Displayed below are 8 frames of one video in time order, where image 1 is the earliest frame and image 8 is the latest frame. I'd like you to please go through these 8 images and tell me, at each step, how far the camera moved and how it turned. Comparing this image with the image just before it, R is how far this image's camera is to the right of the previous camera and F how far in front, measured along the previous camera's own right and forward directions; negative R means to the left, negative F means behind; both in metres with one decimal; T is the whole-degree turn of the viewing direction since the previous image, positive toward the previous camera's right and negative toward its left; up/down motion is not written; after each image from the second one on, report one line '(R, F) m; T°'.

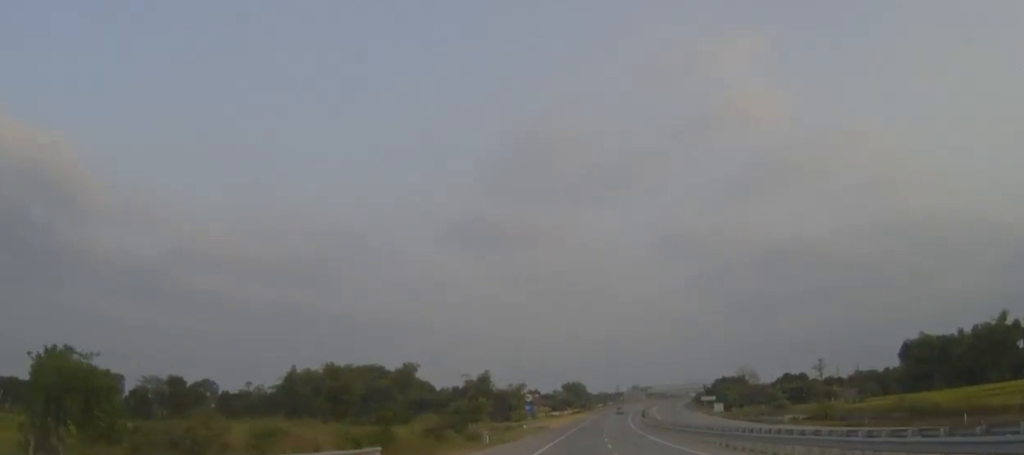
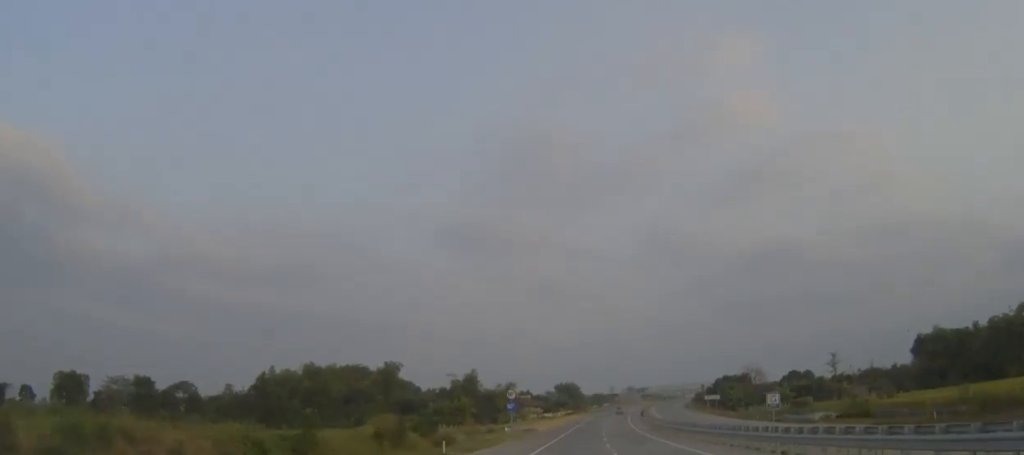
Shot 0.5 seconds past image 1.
(0.0, +13.8) m; 0°
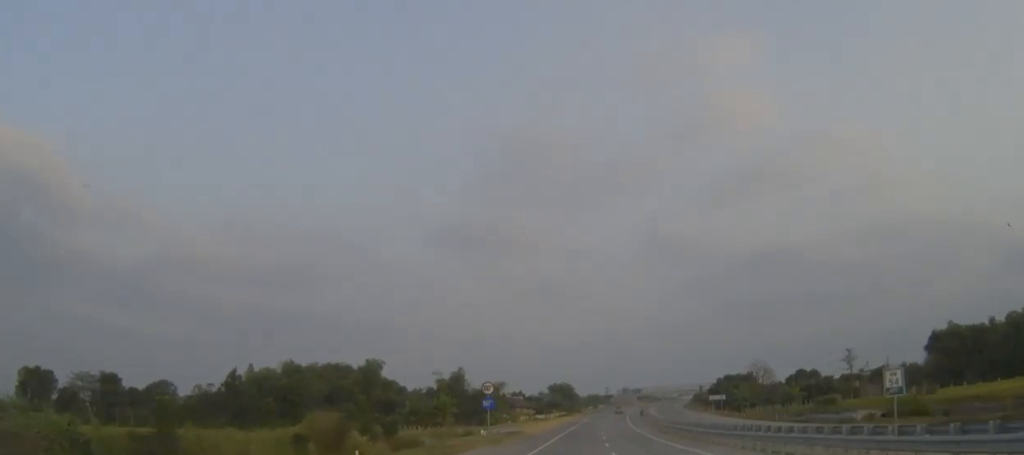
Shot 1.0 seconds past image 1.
(+0.1, +13.0) m; 0°
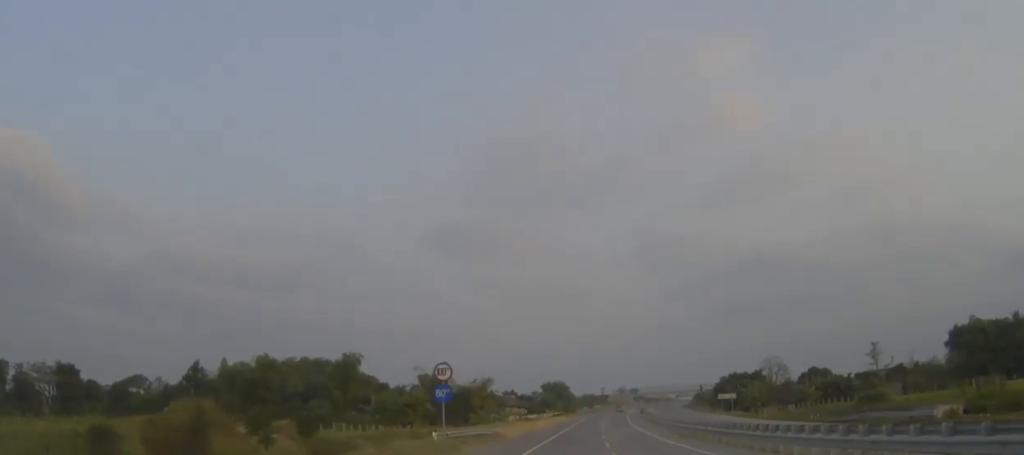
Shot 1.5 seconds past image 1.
(0.0, +15.8) m; +1°
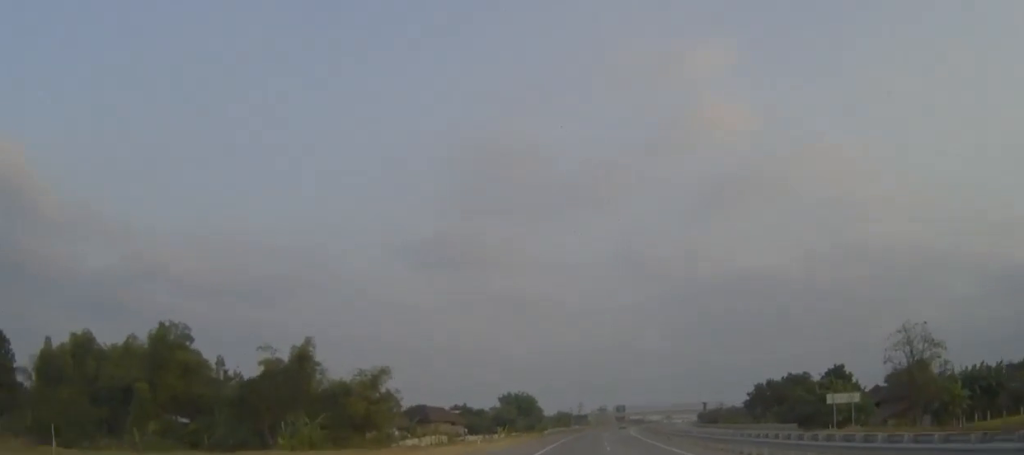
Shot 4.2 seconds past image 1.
(+1.2, +76.5) m; +2°
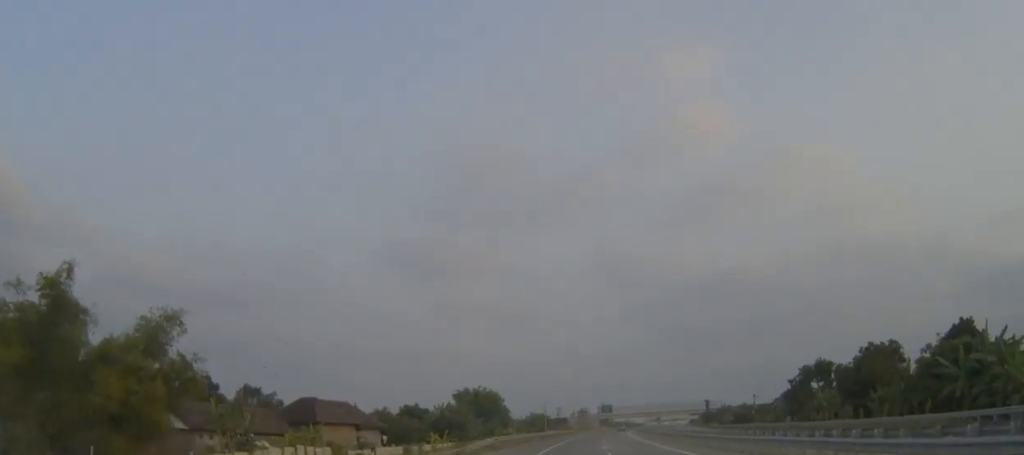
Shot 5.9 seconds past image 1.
(+0.7, +48.3) m; +2°
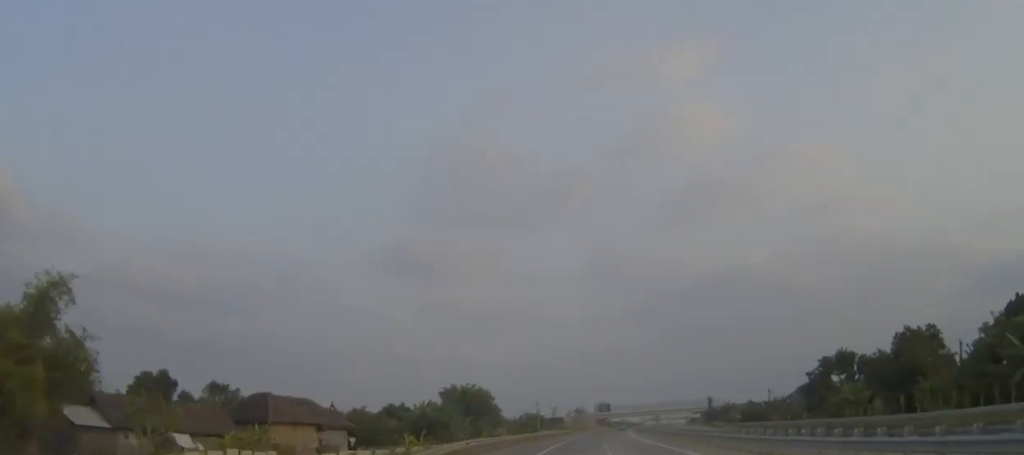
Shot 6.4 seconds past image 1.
(0.0, +12.3) m; 0°
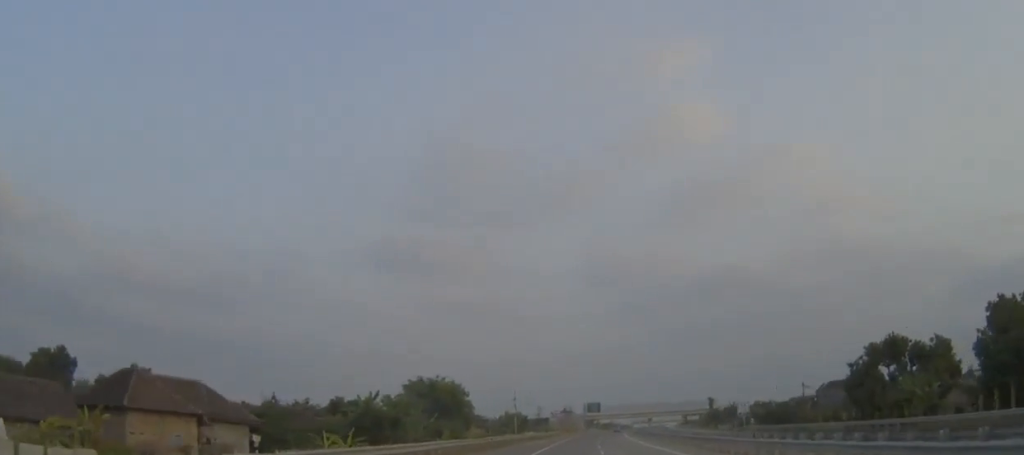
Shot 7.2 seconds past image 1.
(+0.2, +22.8) m; +1°
